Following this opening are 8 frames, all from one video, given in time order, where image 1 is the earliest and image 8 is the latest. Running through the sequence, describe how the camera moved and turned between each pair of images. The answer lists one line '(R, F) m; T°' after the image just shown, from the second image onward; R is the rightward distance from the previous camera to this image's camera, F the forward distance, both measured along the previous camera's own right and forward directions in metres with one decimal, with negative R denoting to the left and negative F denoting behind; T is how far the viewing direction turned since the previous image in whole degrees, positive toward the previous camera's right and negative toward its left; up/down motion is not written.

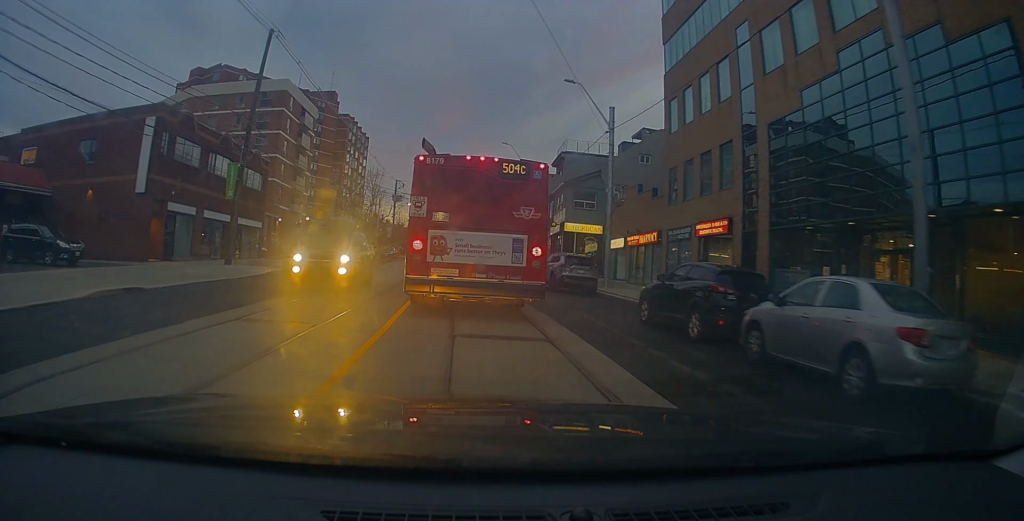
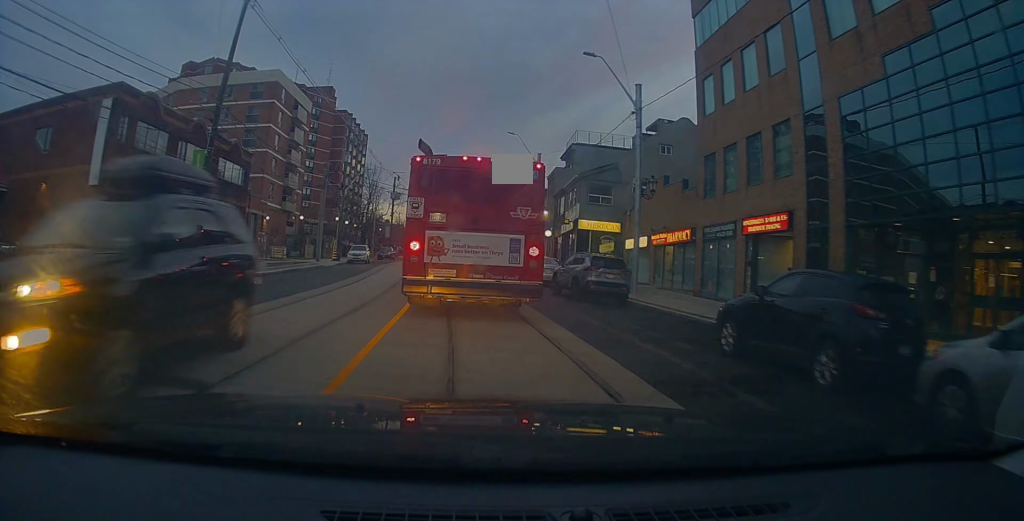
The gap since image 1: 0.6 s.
(0.0, +4.1) m; 0°
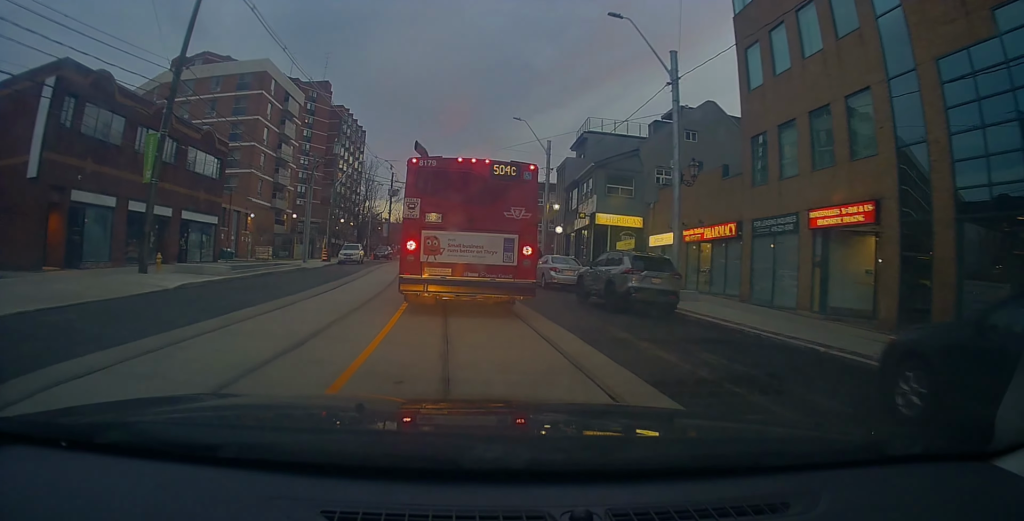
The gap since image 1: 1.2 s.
(0.0, +4.3) m; -4°
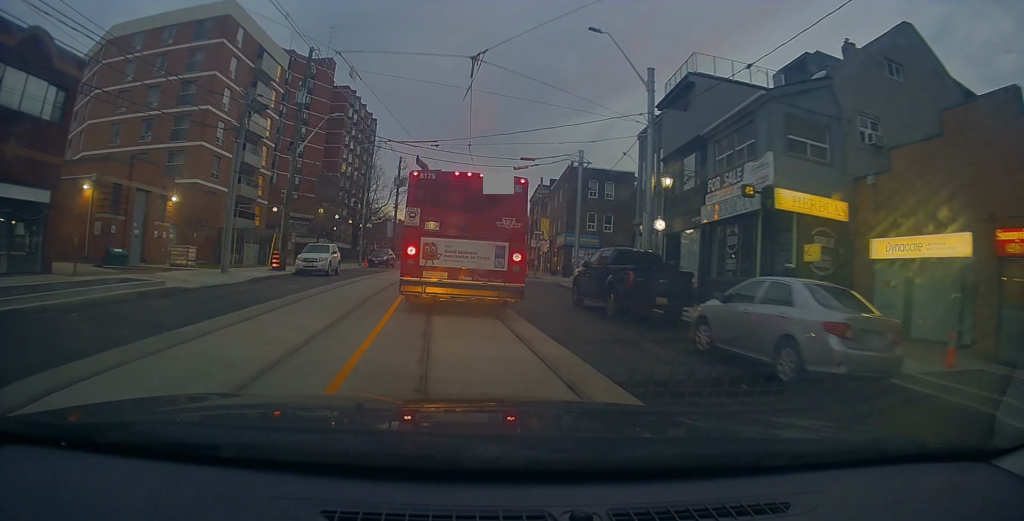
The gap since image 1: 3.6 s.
(-1.0, +16.7) m; -1°
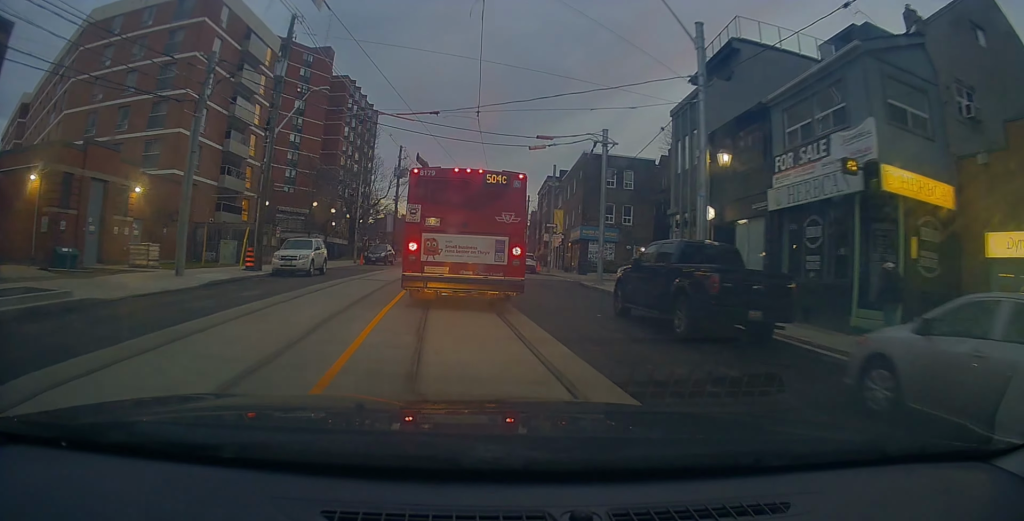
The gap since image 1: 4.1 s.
(0.0, +4.4) m; 0°
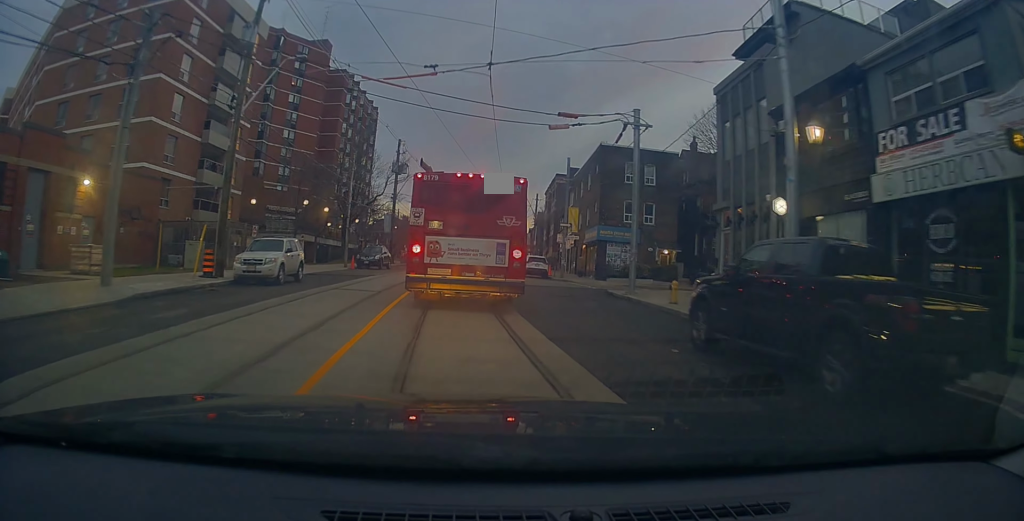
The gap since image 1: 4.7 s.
(-0.1, +4.7) m; -1°
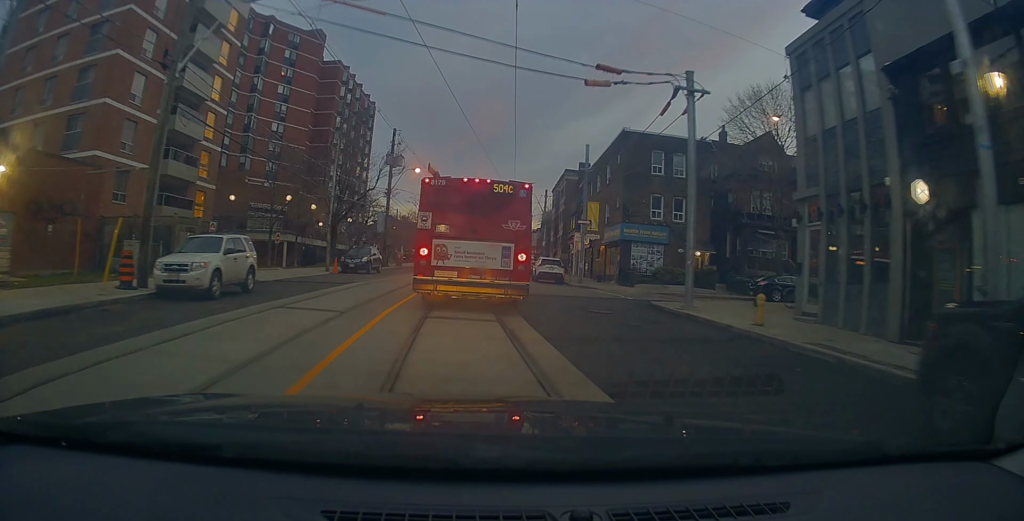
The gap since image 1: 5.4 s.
(0.0, +5.8) m; +1°
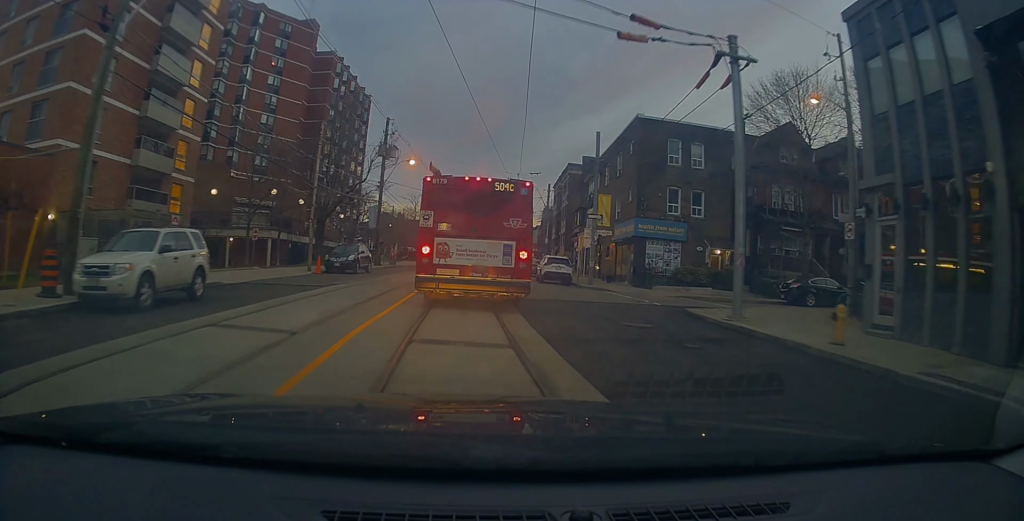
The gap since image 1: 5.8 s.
(0.0, +3.3) m; 0°
